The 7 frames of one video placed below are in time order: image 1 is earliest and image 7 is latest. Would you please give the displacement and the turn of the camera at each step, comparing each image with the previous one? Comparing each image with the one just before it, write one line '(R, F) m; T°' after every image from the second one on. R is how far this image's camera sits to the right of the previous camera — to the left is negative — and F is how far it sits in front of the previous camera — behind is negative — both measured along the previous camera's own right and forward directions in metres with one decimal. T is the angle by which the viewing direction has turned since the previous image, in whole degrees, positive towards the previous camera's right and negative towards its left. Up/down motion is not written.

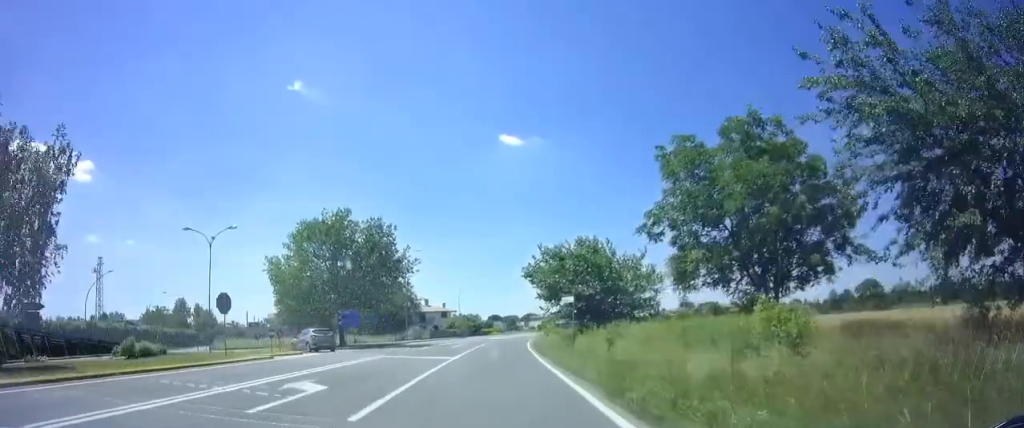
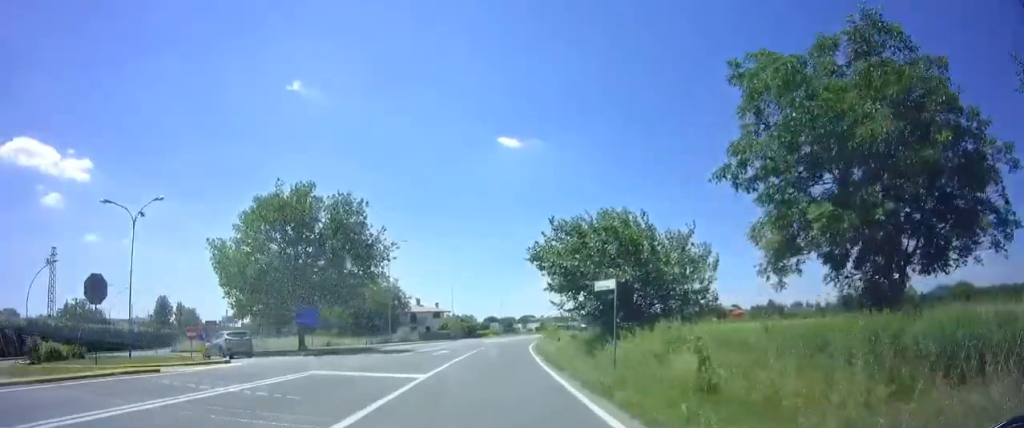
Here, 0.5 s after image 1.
(0.0, +8.6) m; +1°
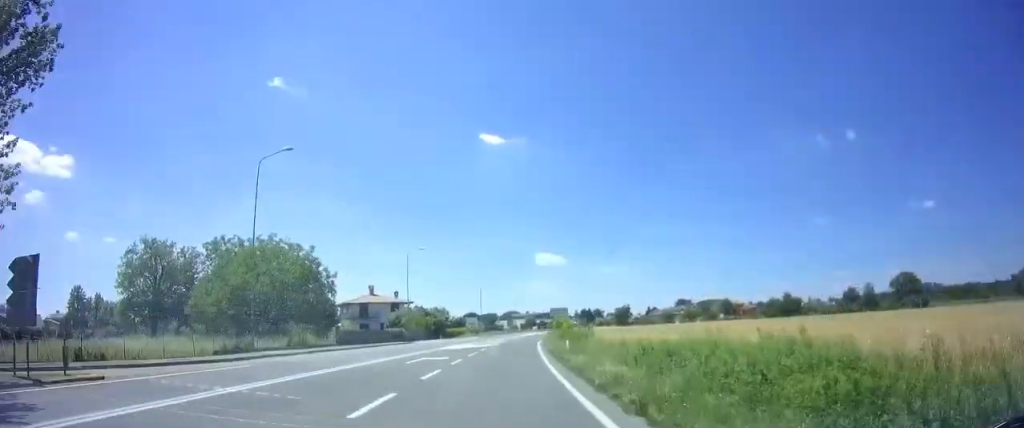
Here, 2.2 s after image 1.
(+0.7, +28.7) m; +2°
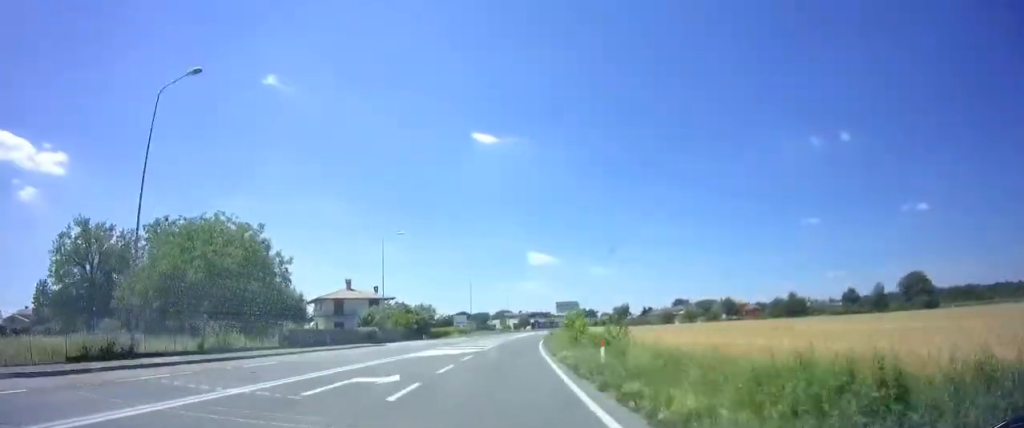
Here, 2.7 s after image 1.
(0.0, +9.7) m; 0°
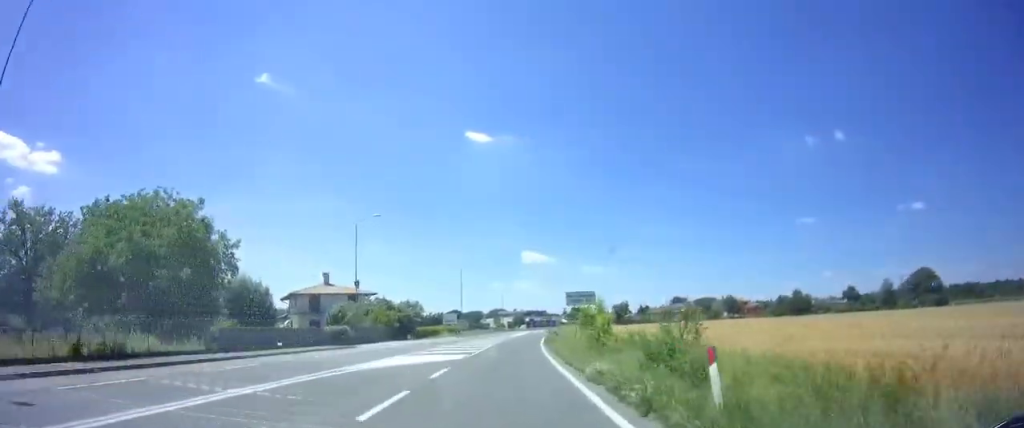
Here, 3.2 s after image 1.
(0.0, +8.6) m; +1°
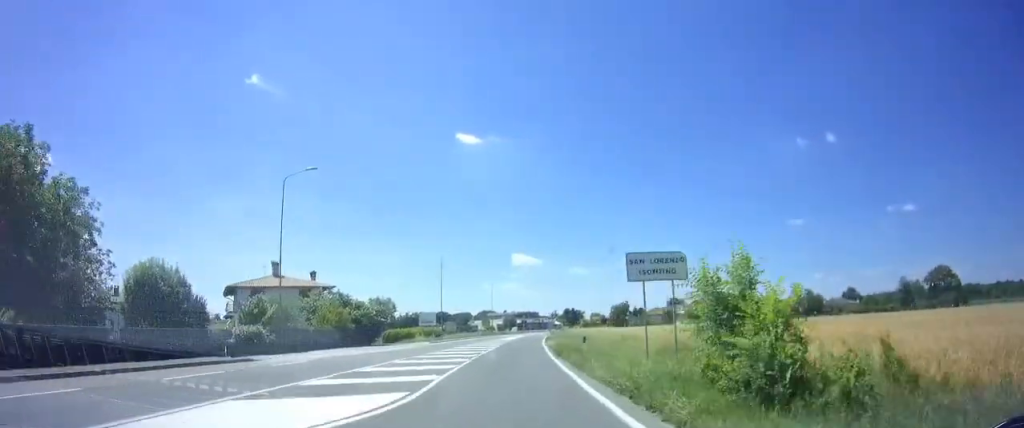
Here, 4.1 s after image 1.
(0.0, +14.3) m; +2°
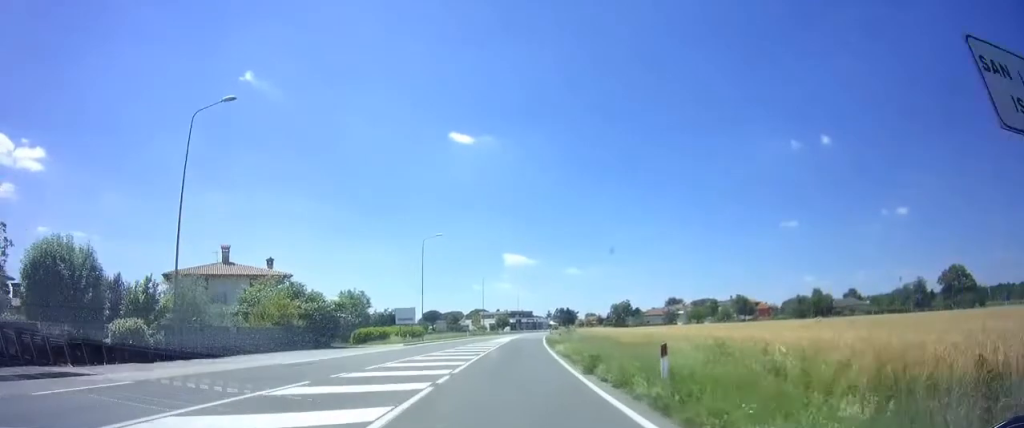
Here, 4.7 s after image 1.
(+0.2, +10.4) m; +2°
